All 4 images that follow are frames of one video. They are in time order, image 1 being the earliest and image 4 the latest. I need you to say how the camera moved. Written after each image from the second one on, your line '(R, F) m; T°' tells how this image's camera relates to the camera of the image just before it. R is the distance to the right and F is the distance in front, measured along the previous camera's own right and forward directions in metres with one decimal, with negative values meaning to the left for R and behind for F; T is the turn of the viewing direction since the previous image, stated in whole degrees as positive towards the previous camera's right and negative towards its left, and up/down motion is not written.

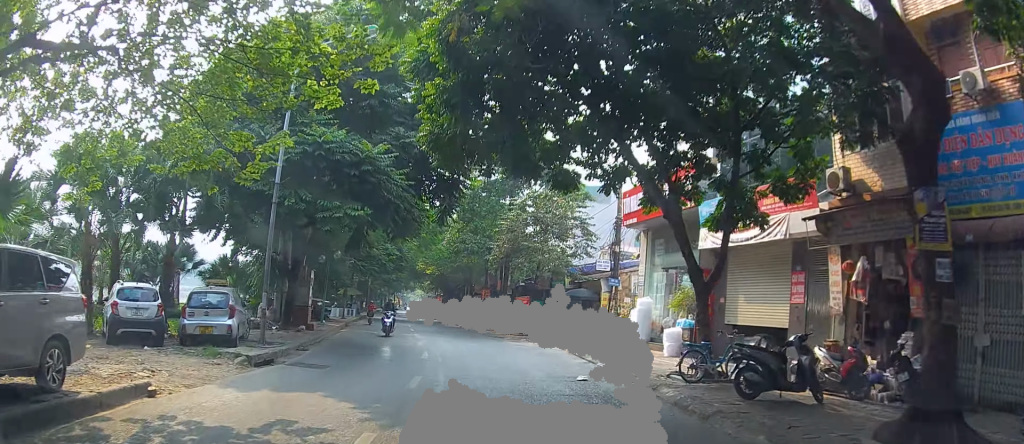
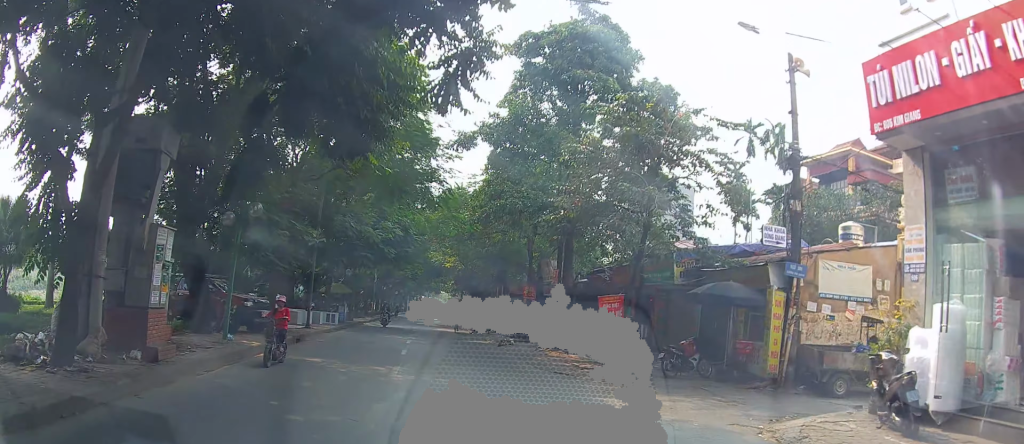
(+0.7, +14.7) m; +3°
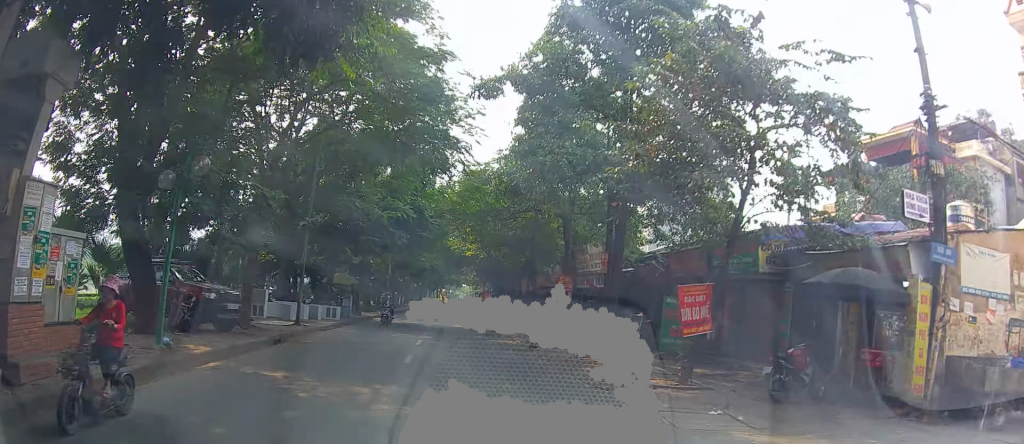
(-0.4, +4.8) m; 0°
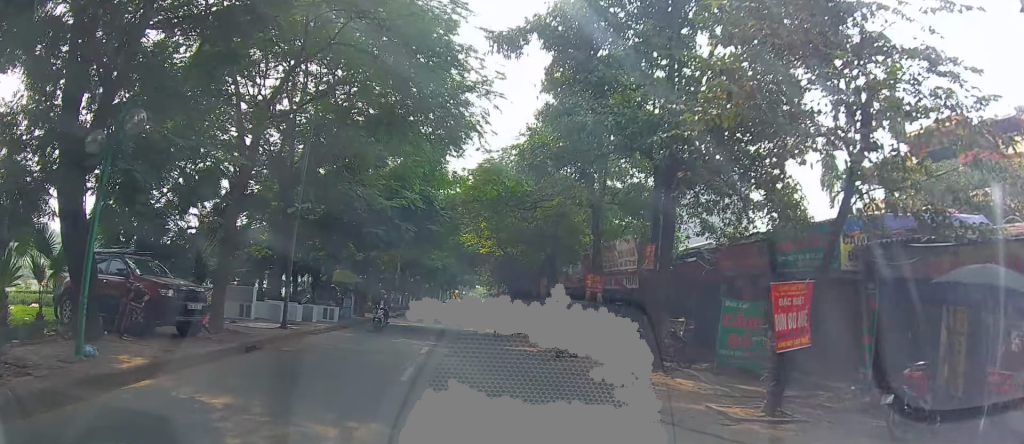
(+0.2, +3.4) m; -1°
